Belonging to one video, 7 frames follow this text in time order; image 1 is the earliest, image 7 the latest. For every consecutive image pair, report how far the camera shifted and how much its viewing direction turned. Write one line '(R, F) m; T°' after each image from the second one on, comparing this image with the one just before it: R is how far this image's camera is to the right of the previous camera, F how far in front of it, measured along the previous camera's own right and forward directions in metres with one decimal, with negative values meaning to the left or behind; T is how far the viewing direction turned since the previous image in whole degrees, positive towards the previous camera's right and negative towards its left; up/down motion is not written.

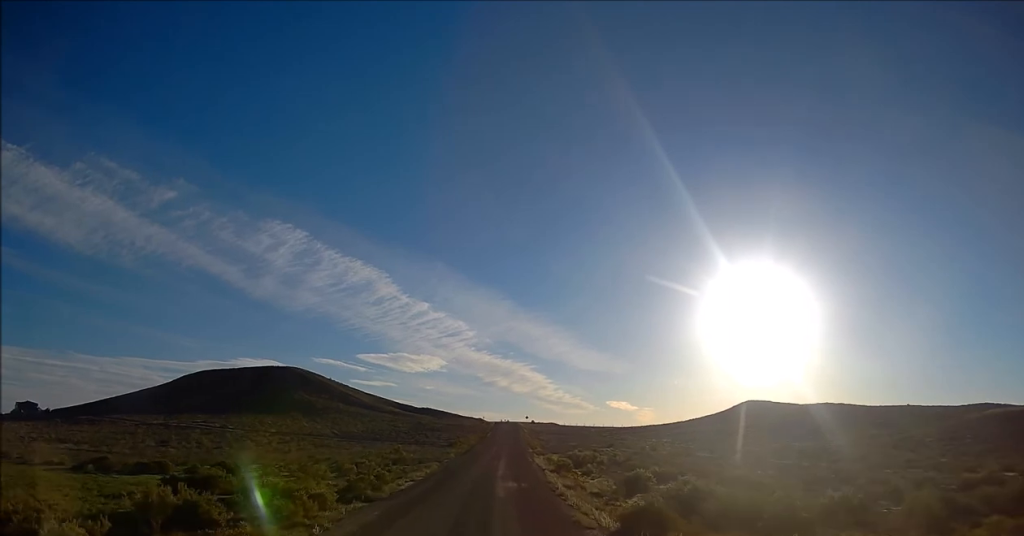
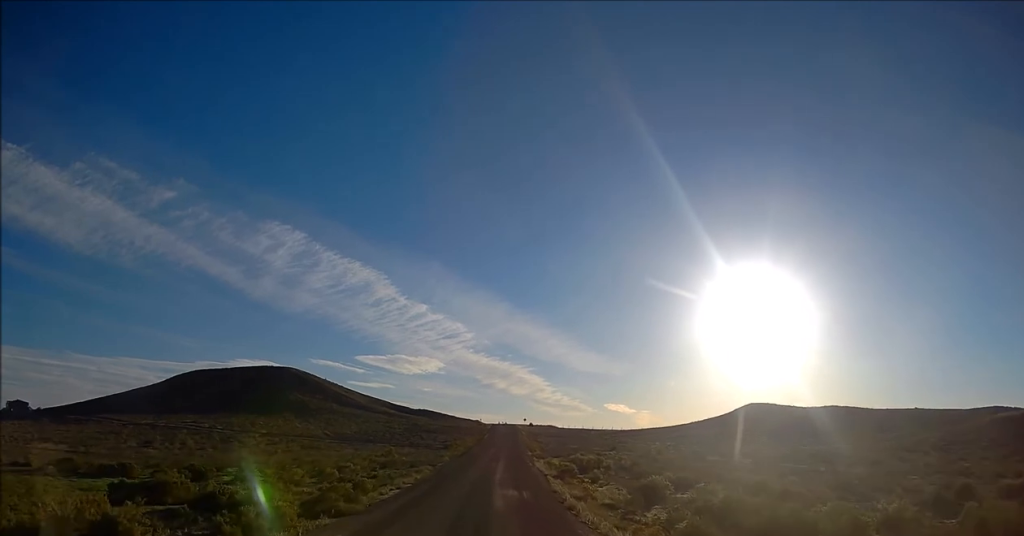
(0.0, +4.8) m; +1°
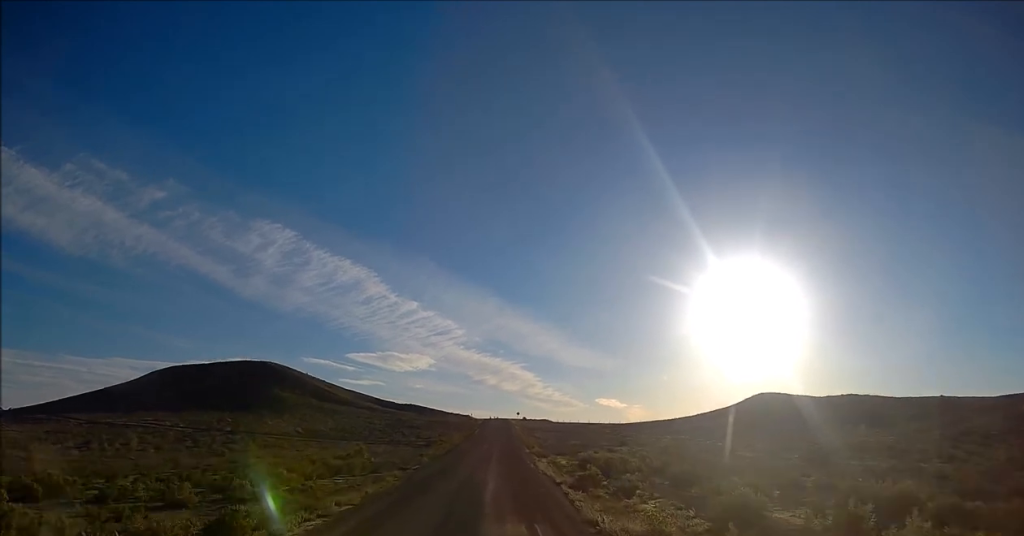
(+0.3, +13.6) m; +1°
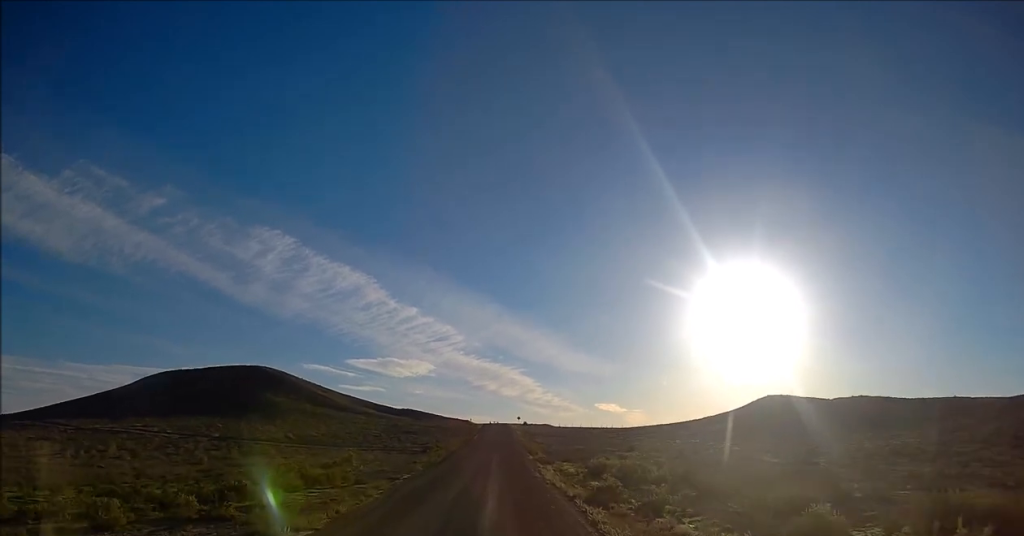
(0.0, +5.1) m; 0°
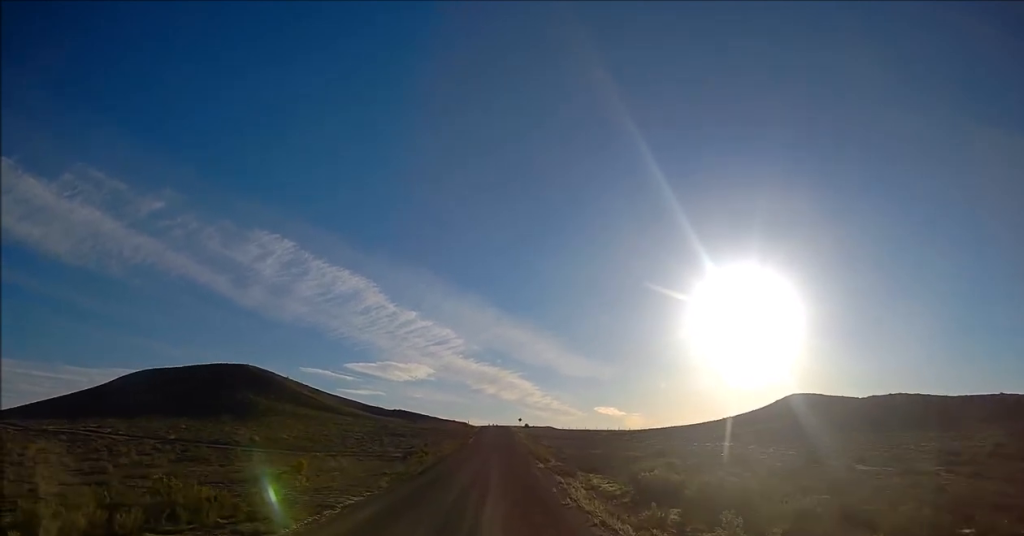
(0.0, +15.7) m; -1°
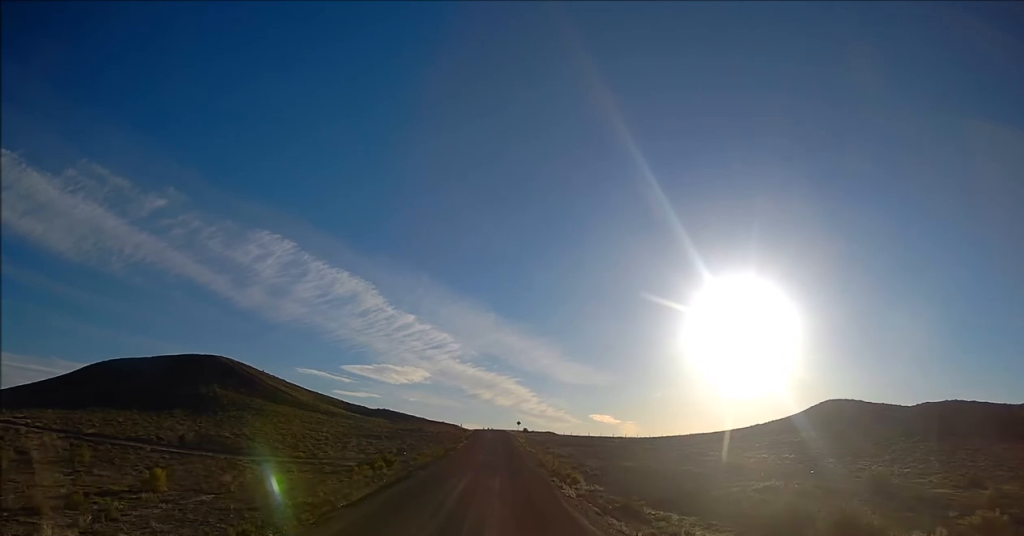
(+0.1, +21.1) m; +2°
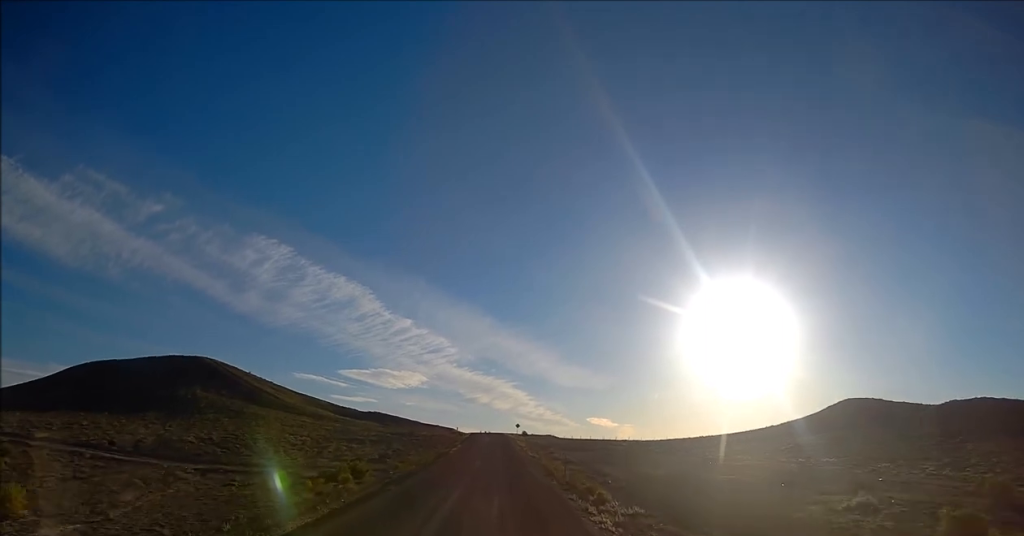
(+0.2, +9.0) m; +1°
